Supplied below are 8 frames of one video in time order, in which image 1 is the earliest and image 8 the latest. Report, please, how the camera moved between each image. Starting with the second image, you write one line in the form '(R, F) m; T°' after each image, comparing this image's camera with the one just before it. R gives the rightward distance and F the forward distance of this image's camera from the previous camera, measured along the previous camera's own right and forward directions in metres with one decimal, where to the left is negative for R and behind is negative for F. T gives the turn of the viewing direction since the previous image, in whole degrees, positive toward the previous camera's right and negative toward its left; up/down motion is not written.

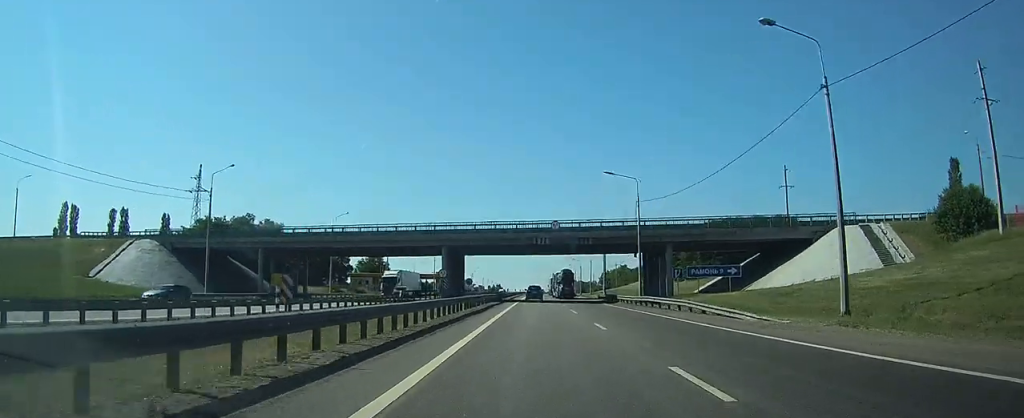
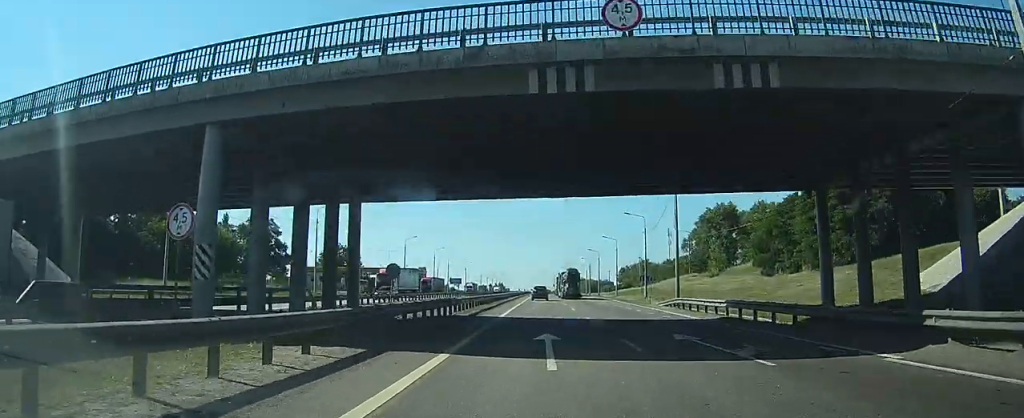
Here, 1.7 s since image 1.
(-0.1, +41.7) m; 0°
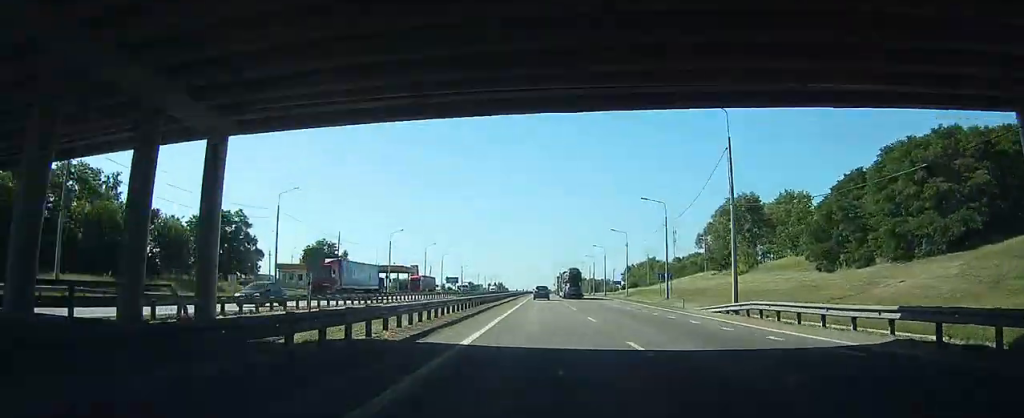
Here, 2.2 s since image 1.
(-0.1, +12.6) m; 0°
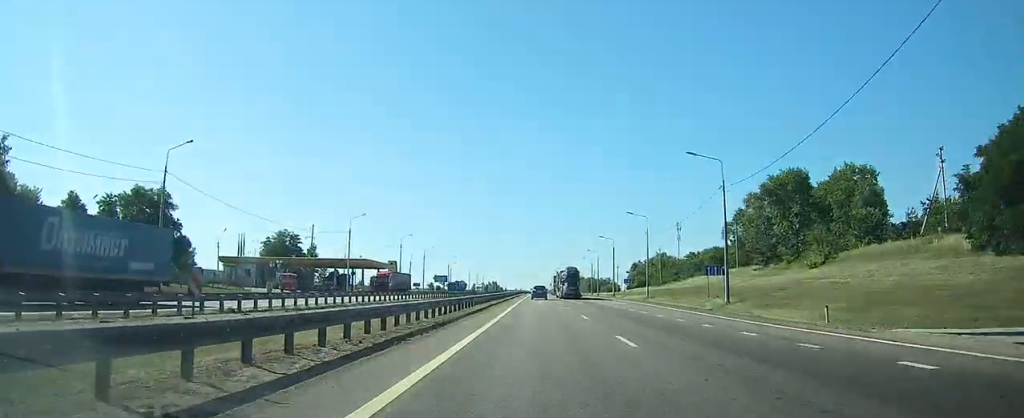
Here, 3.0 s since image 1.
(-0.1, +21.7) m; 0°
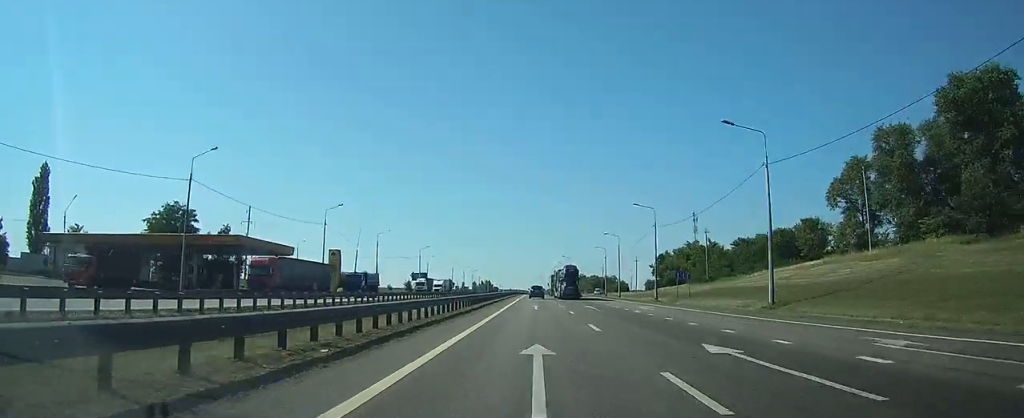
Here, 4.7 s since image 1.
(0.0, +41.9) m; 0°
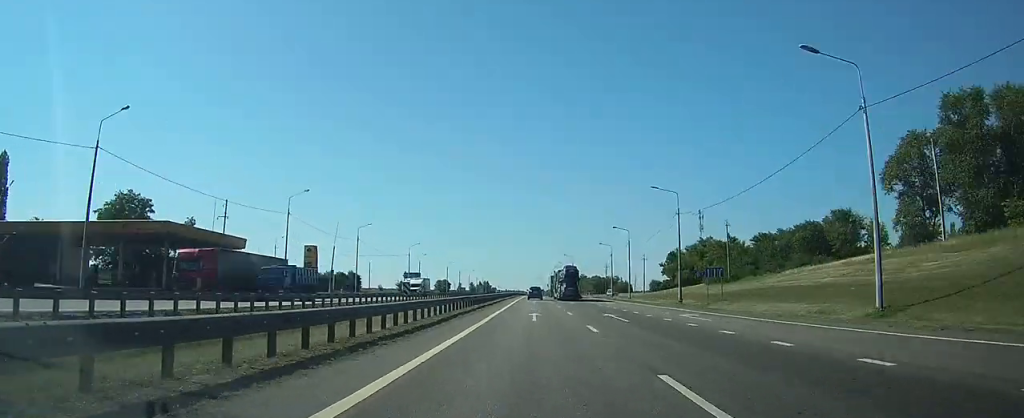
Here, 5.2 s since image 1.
(0.0, +11.9) m; 0°
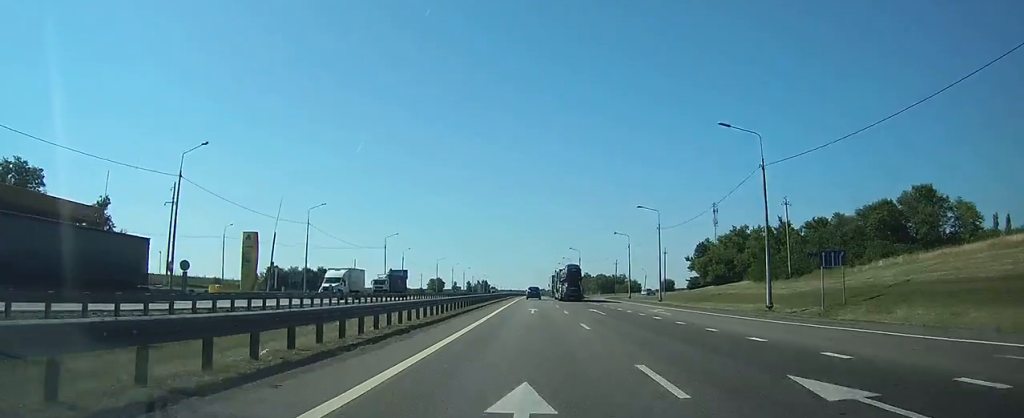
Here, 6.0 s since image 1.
(0.0, +22.1) m; 0°
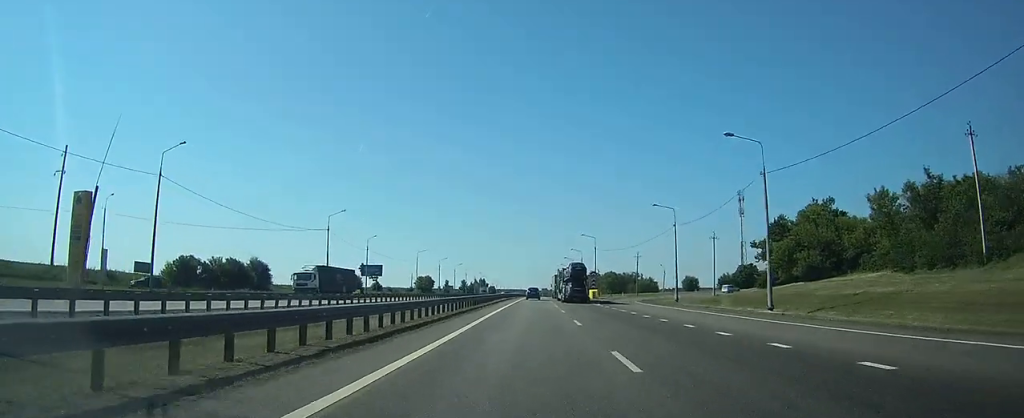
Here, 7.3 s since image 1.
(0.0, +32.7) m; 0°
